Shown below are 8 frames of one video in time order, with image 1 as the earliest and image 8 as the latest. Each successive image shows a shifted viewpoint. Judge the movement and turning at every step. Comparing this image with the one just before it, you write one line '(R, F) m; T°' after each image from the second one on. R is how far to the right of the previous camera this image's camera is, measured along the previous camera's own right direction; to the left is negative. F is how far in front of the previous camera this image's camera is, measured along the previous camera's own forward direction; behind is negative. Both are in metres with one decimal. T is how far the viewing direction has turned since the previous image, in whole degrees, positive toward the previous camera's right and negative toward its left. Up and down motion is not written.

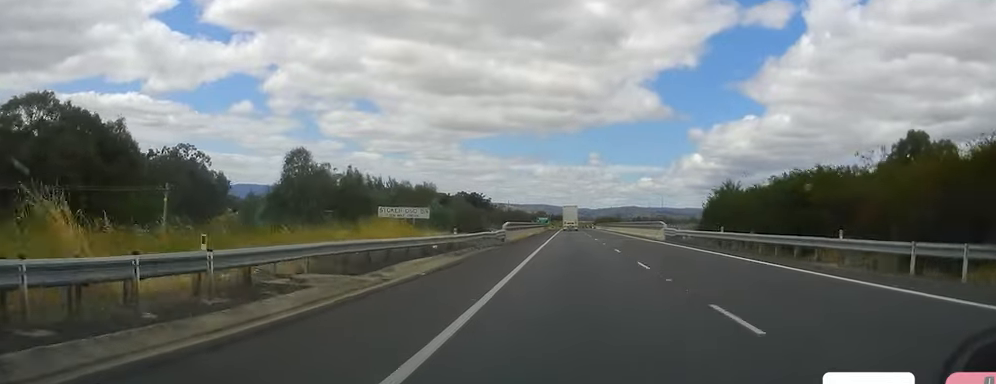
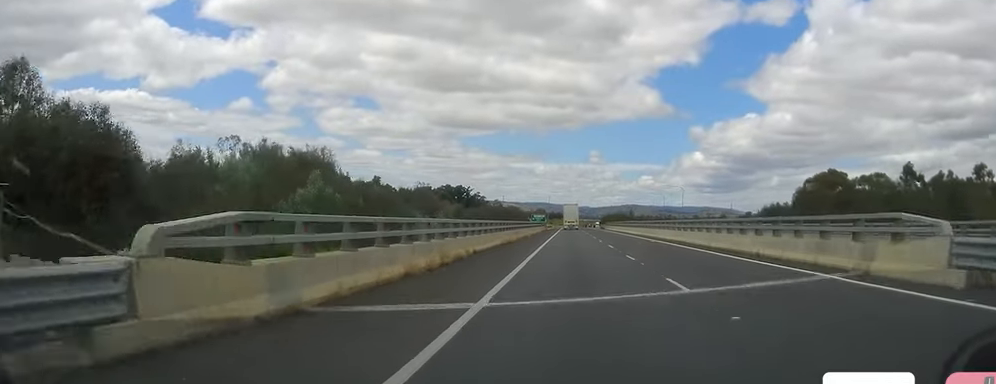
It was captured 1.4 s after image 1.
(+0.2, +41.2) m; 0°
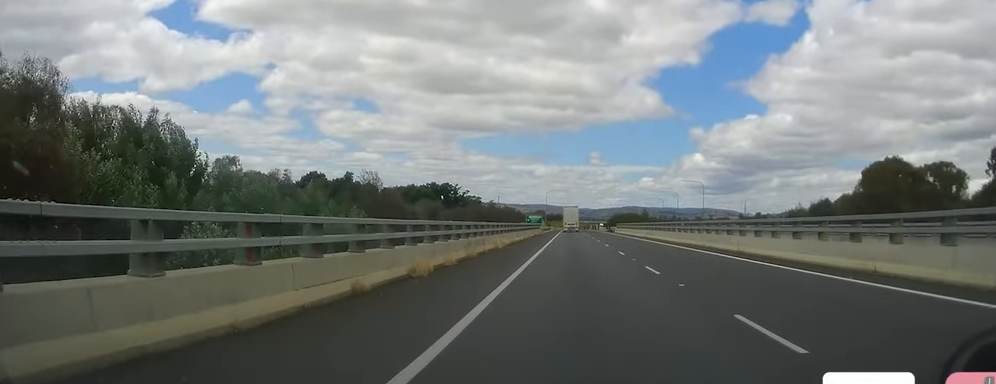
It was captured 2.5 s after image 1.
(0.0, +29.7) m; 0°
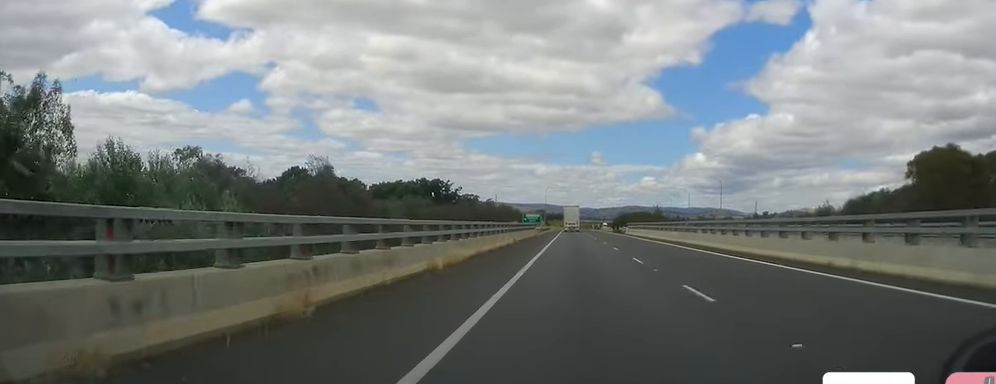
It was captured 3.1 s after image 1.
(+0.1, +18.2) m; 0°
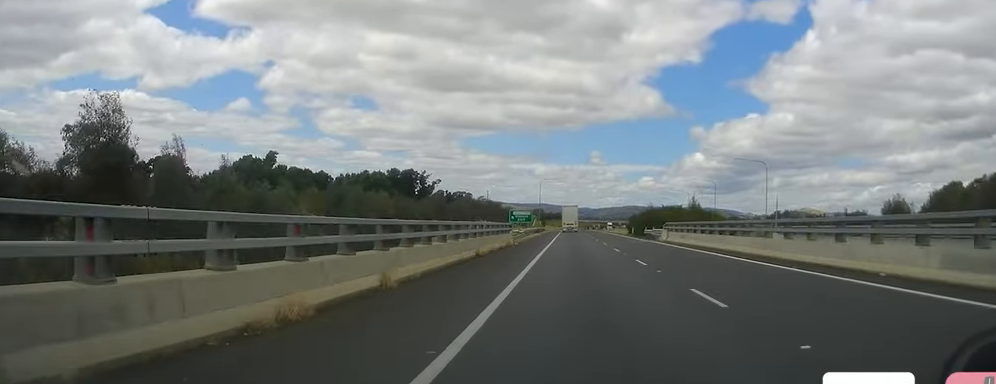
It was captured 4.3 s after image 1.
(-0.1, +35.5) m; 0°
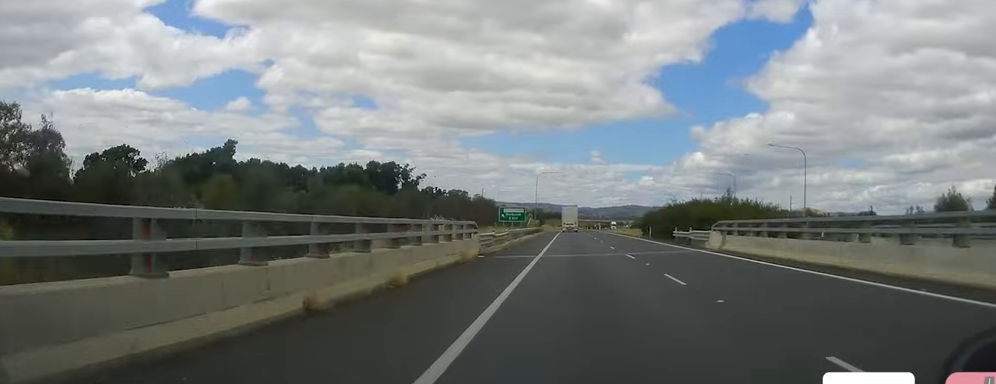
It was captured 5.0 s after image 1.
(+0.2, +19.2) m; 0°
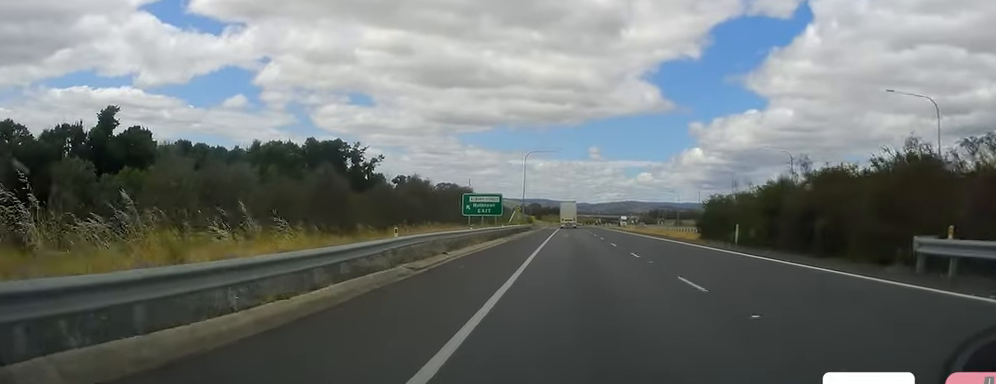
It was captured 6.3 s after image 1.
(-0.1, +37.4) m; 0°
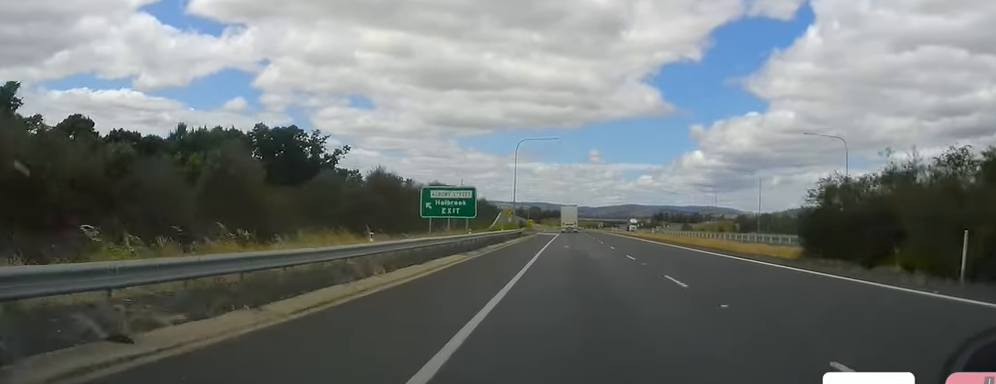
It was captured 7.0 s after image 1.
(+0.3, +21.1) m; 0°
